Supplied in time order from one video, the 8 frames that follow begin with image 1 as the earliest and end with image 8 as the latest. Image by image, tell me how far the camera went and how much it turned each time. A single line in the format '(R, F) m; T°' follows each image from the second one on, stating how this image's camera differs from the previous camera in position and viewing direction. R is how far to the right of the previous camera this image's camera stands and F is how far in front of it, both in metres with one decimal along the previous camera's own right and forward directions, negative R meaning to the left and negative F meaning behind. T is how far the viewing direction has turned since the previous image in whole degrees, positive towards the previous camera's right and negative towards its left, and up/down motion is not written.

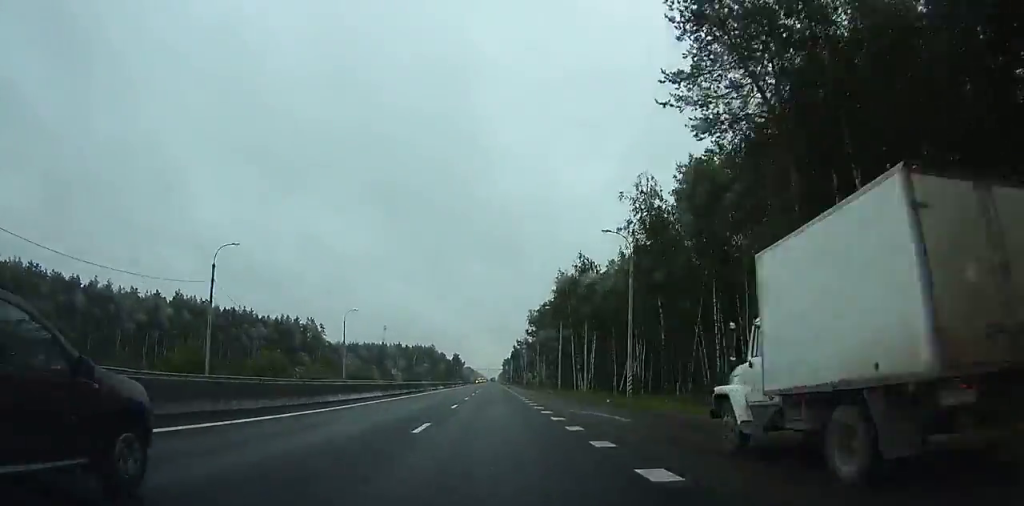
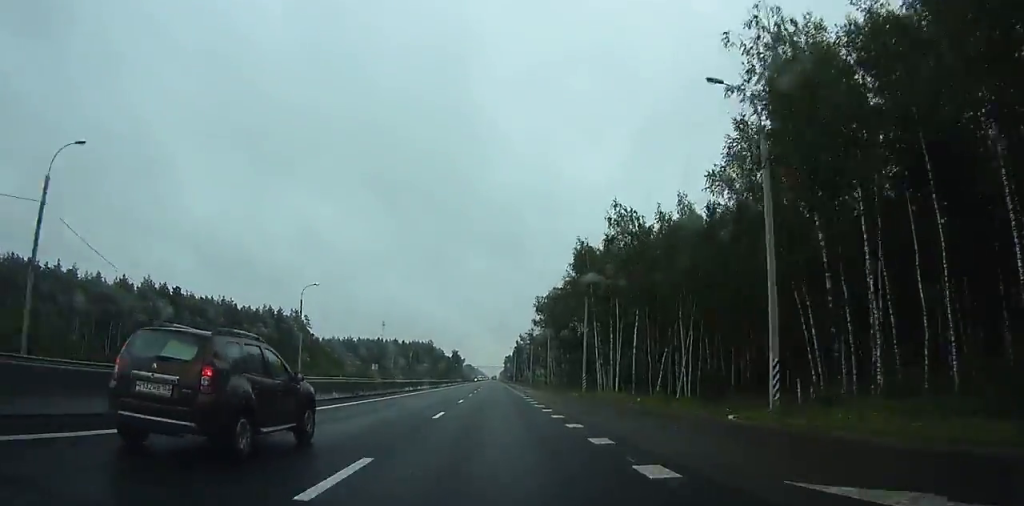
(0.0, +19.7) m; 0°
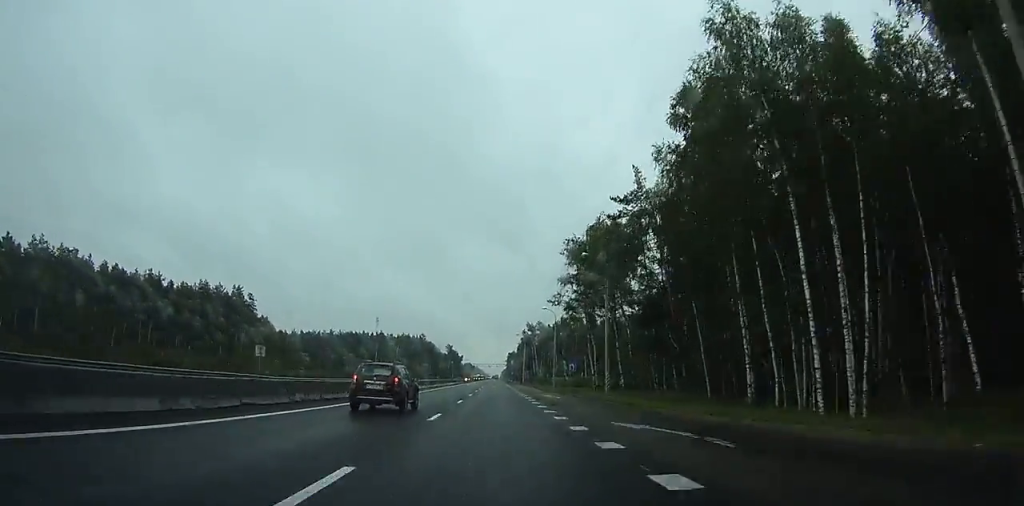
(0.0, +49.2) m; 0°
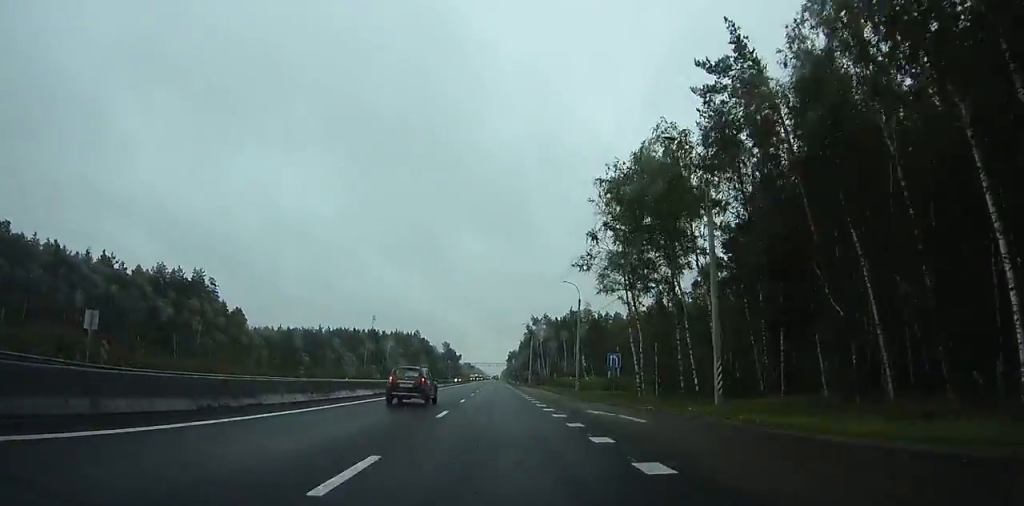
(0.0, +22.7) m; 0°
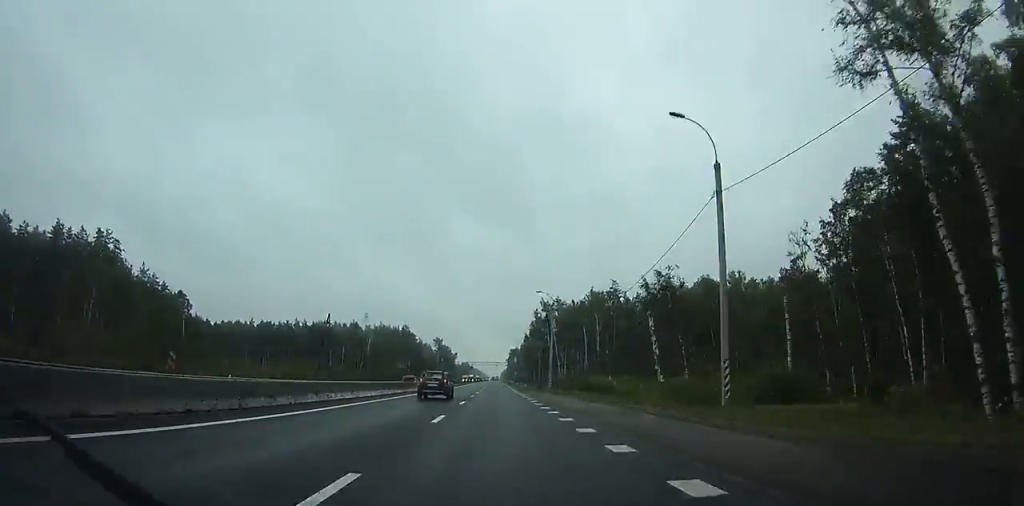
(+0.1, +37.6) m; 0°
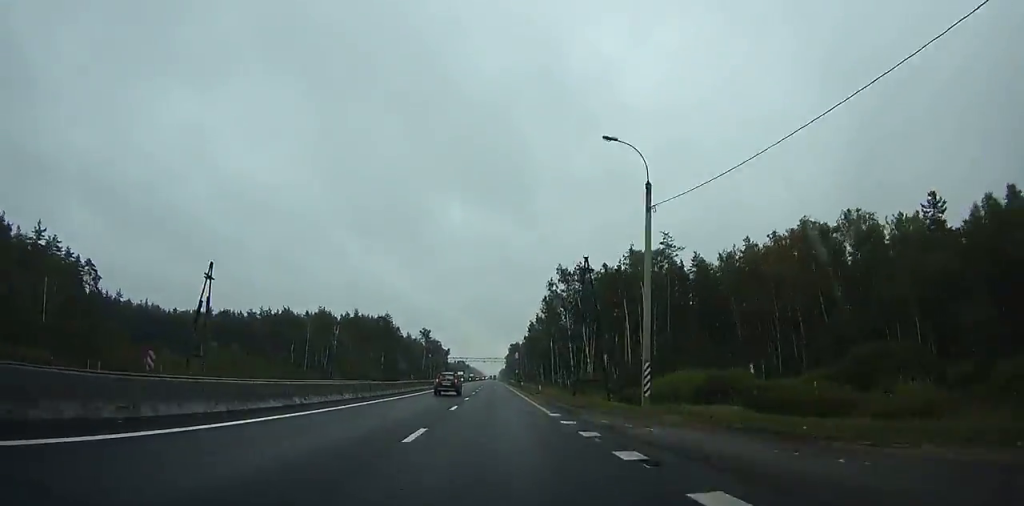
(0.0, +40.6) m; 0°
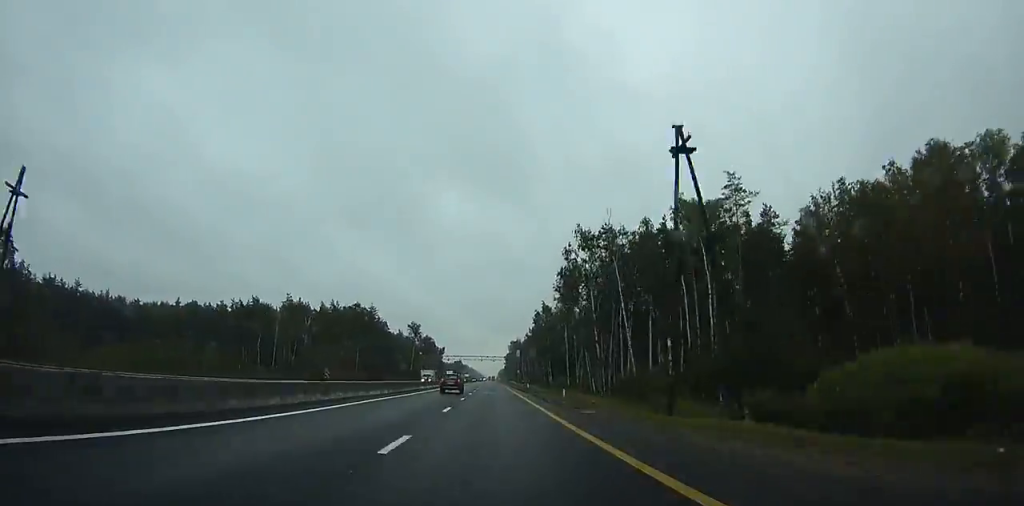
(0.0, +25.9) m; 0°
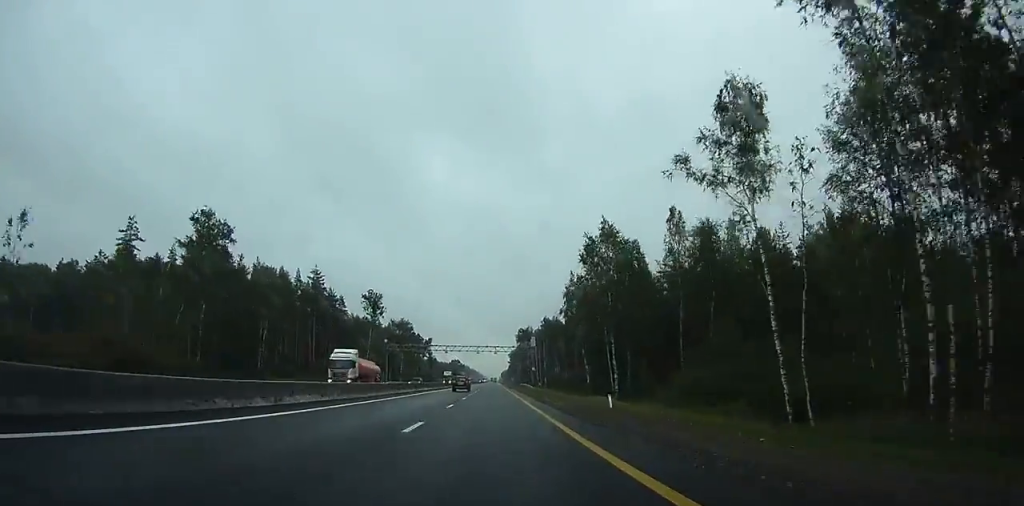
(0.0, +67.3) m; 0°
